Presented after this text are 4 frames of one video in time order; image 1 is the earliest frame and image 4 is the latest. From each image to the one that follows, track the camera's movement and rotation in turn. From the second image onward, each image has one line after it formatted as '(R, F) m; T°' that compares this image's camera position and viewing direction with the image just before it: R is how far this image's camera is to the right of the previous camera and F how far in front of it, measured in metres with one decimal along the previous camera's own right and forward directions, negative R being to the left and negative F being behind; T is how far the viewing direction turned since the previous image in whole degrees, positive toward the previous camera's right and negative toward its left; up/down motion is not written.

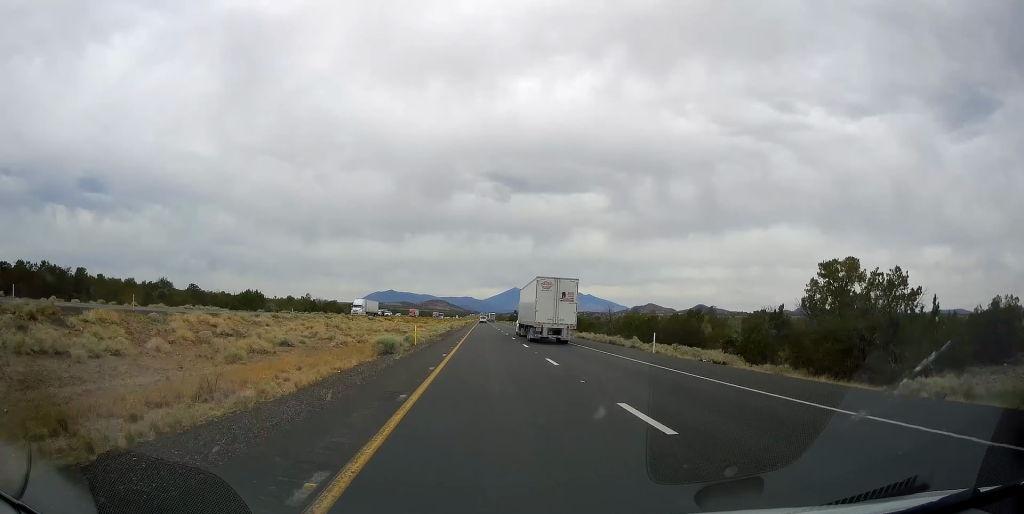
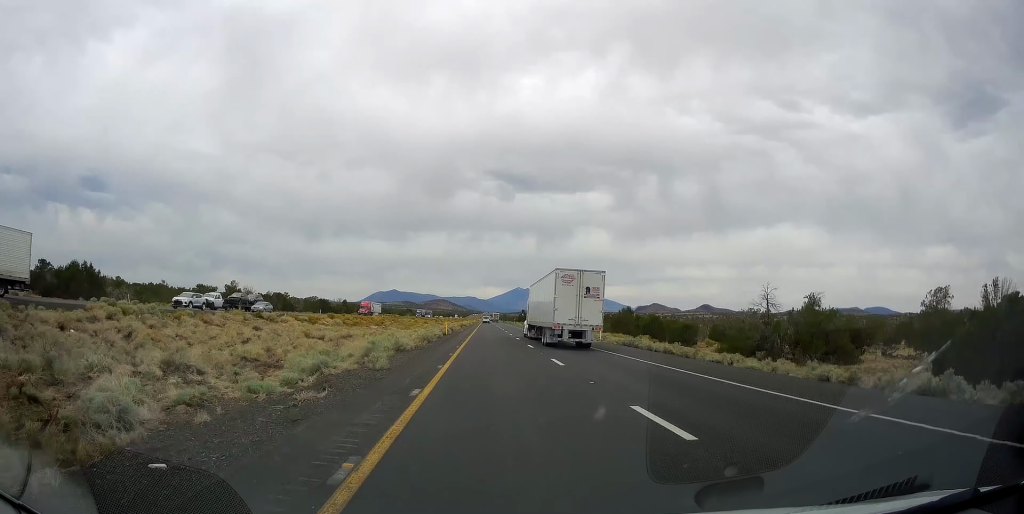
(-0.2, +60.5) m; -2°
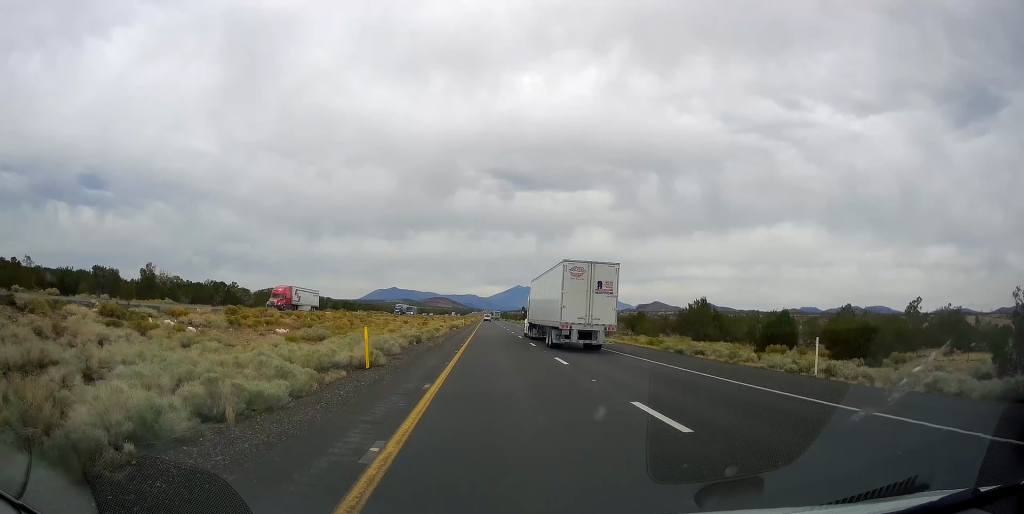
(-0.6, +35.8) m; 0°
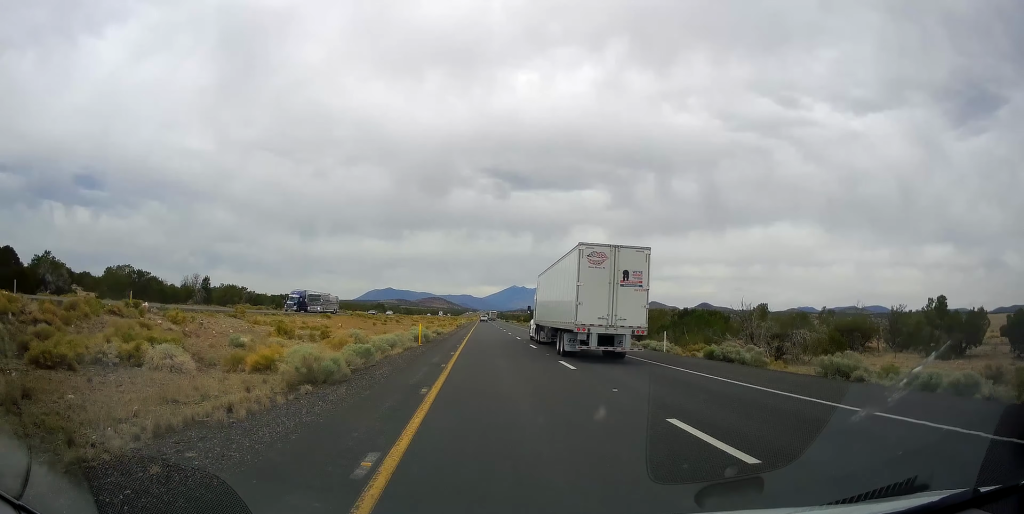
(+1.4, +62.1) m; +2°
